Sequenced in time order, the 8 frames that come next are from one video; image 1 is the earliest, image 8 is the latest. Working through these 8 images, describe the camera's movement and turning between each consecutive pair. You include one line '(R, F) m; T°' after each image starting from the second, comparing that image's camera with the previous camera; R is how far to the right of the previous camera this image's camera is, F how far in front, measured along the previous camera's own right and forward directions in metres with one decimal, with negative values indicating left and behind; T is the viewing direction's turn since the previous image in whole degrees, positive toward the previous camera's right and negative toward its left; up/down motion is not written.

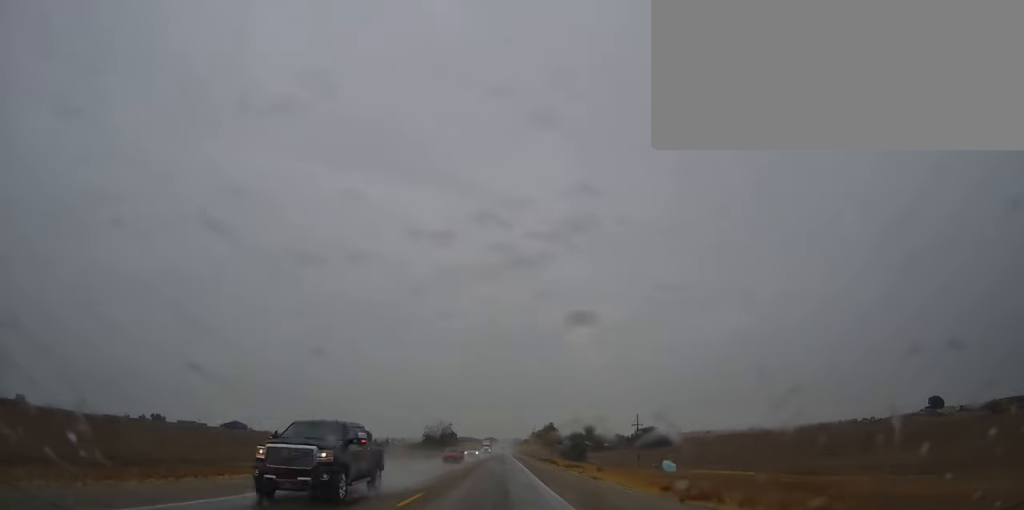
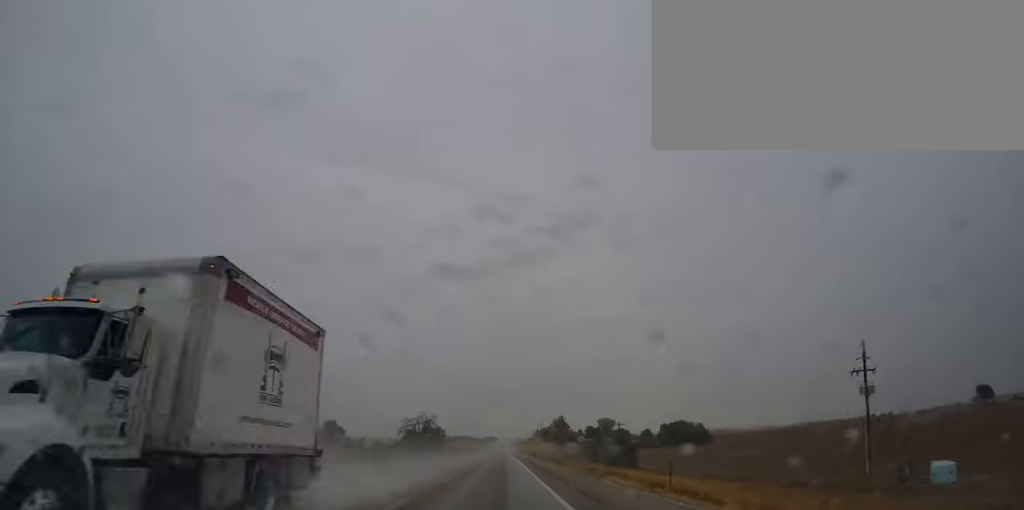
(0.0, +79.3) m; 0°
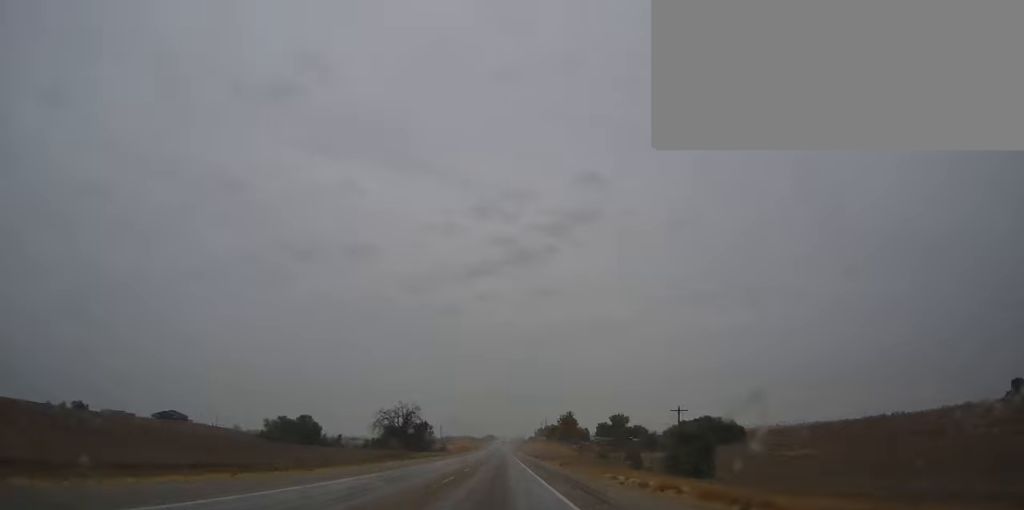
(-0.2, +50.2) m; 0°
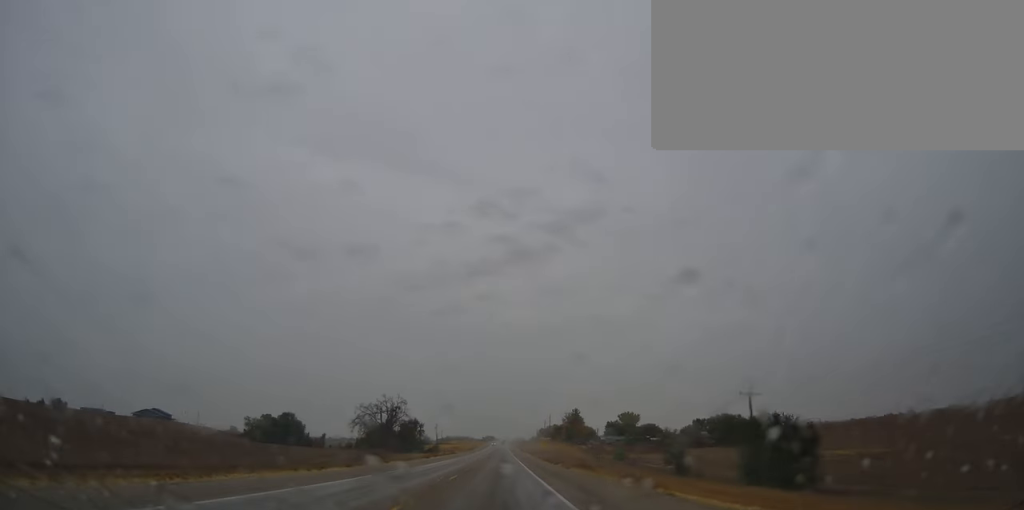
(-0.2, +29.0) m; 0°
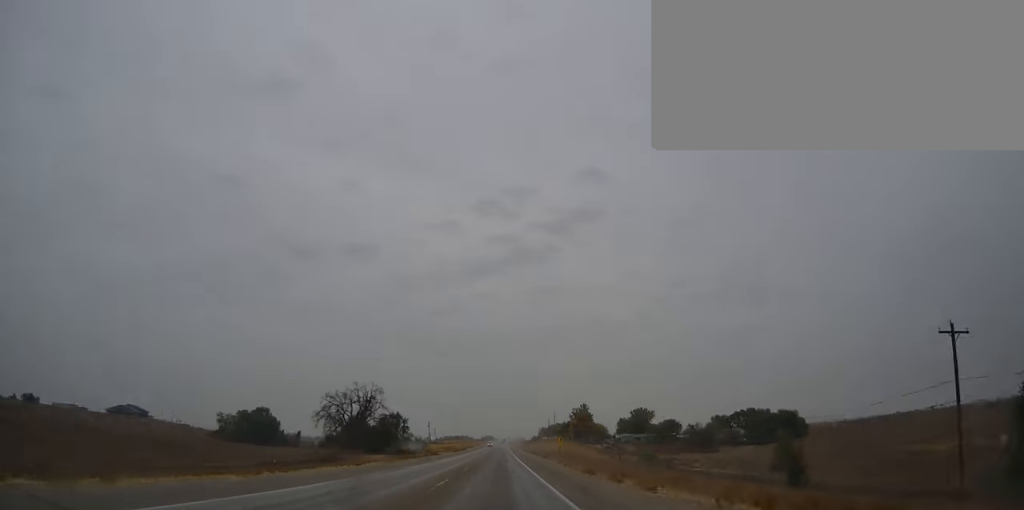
(+0.2, +34.9) m; 0°
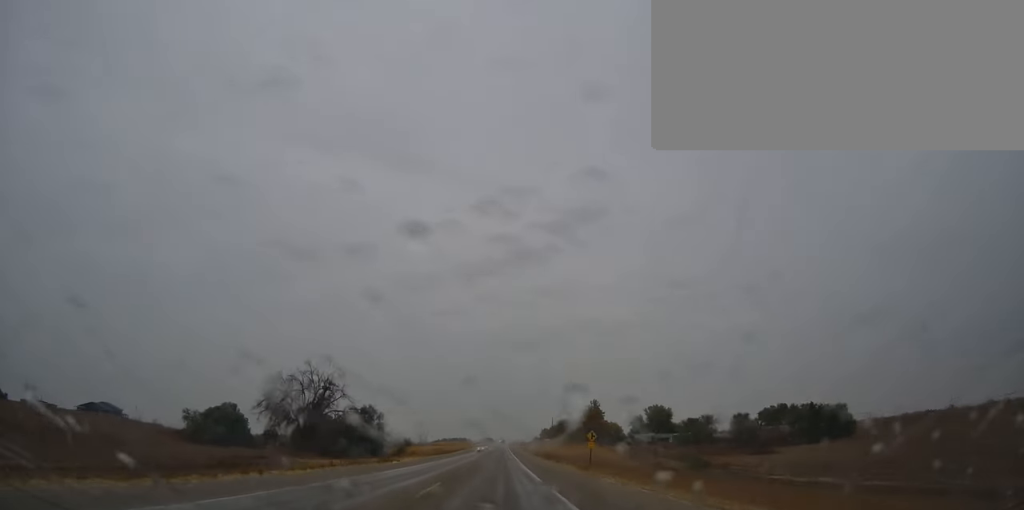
(+0.1, +34.9) m; 0°
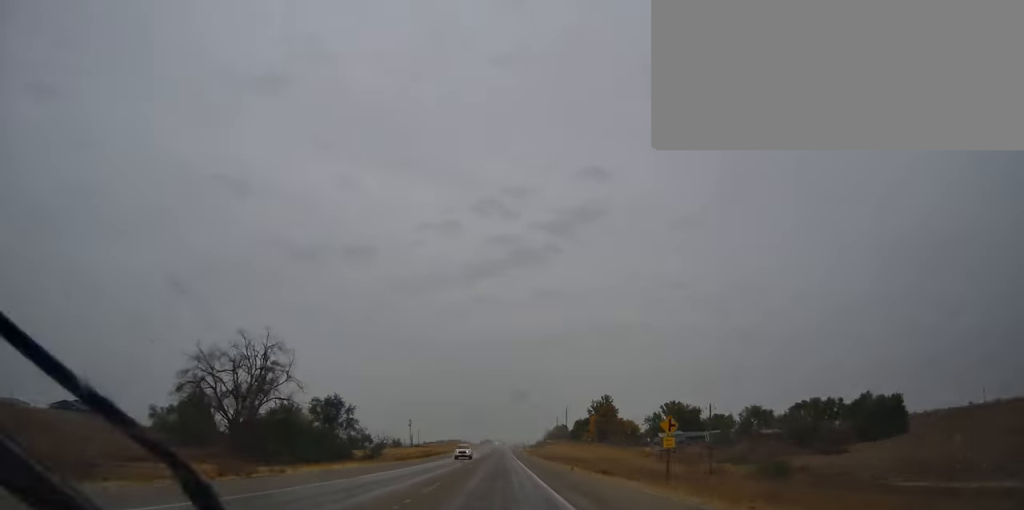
(0.0, +29.1) m; 0°
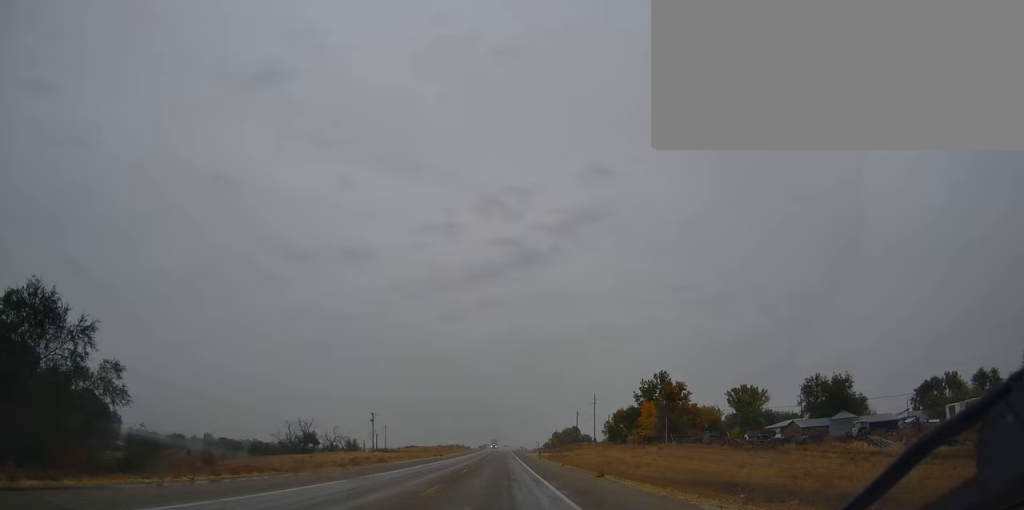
(+0.4, +77.7) m; 0°
